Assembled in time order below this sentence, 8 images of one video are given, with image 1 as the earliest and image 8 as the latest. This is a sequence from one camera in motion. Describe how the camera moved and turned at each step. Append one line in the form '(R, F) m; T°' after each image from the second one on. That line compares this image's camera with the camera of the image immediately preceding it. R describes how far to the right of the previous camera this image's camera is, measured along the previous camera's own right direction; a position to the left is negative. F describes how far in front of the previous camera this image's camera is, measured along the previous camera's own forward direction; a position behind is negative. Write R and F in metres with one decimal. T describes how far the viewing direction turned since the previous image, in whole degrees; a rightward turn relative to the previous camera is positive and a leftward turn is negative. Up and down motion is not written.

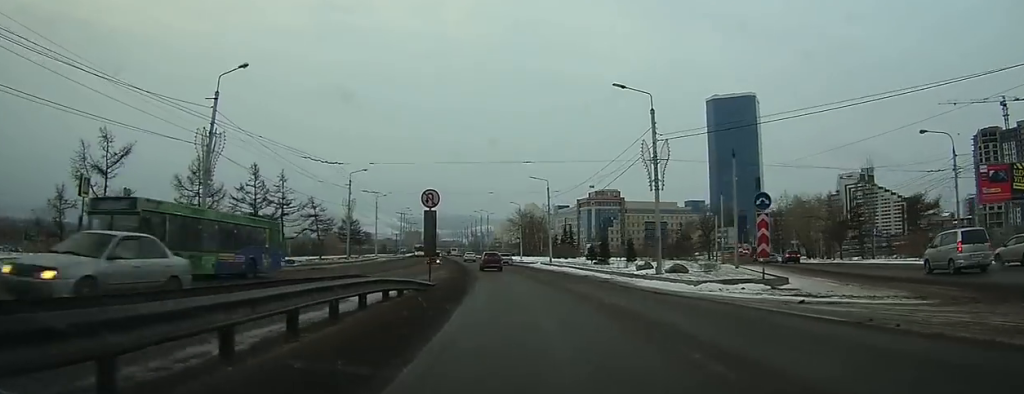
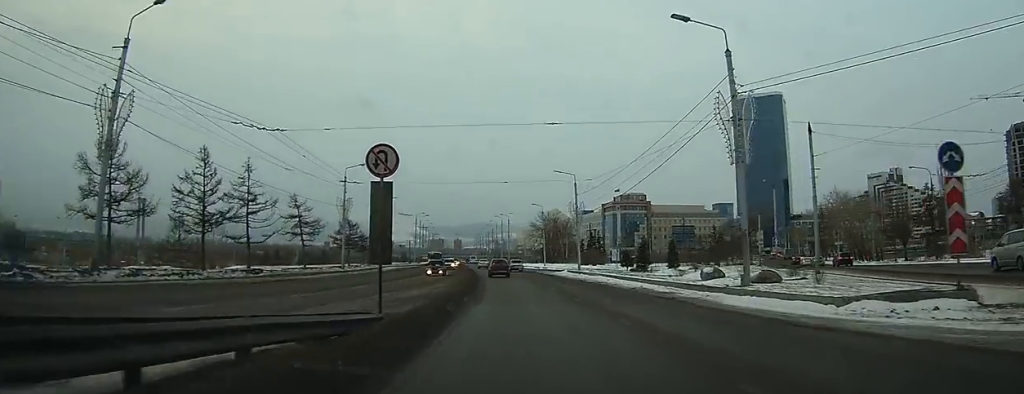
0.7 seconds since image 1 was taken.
(-0.1, +10.2) m; -2°
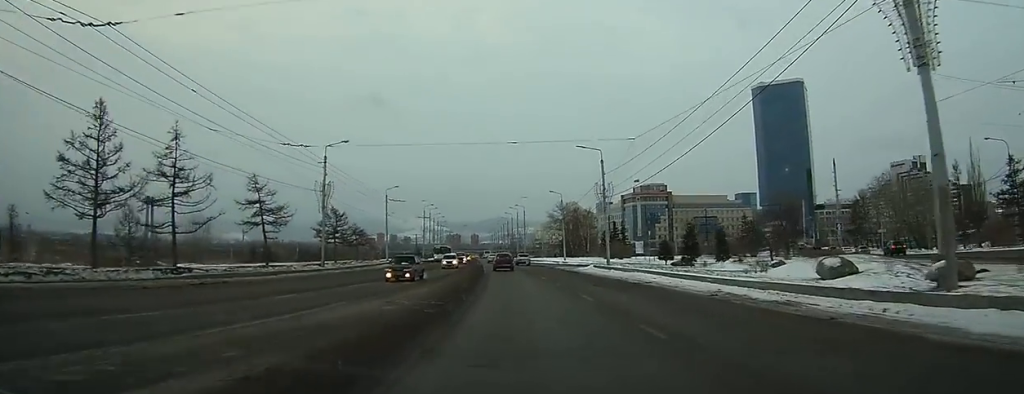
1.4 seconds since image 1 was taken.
(-0.1, +10.7) m; -2°
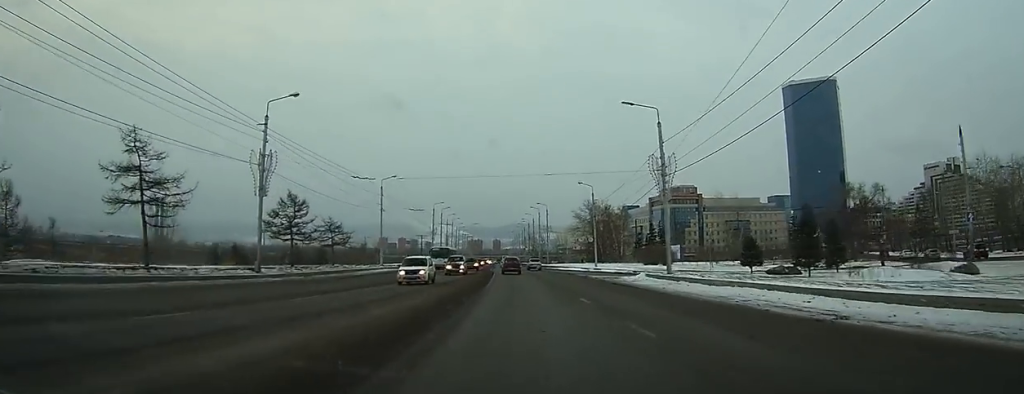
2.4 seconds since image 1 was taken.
(-0.5, +15.6) m; -3°
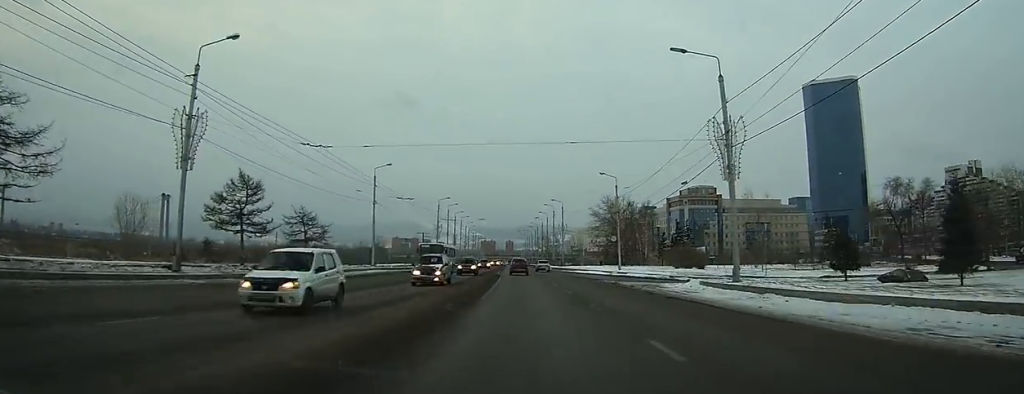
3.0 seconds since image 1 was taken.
(-0.1, +9.6) m; -1°
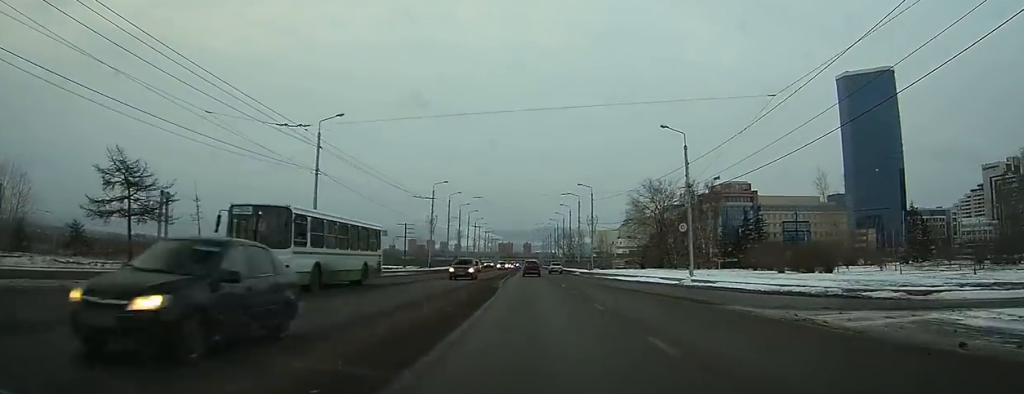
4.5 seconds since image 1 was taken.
(-0.4, +22.5) m; -1°
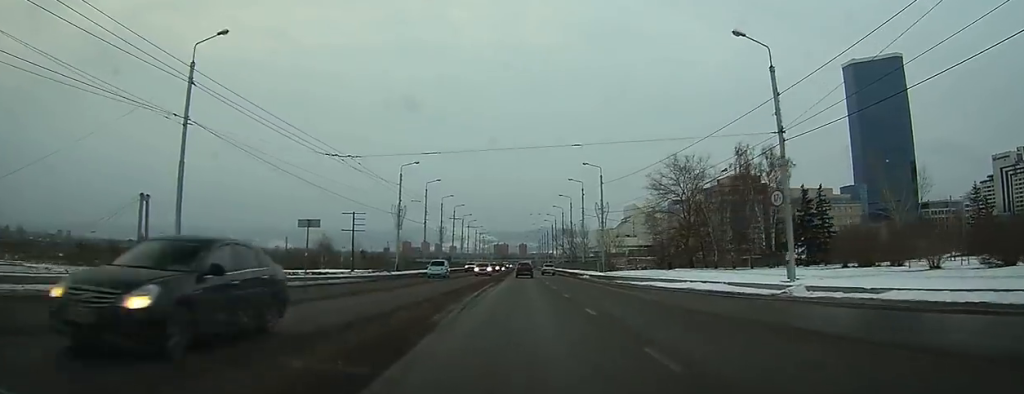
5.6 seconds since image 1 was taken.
(-0.1, +16.7) m; -1°
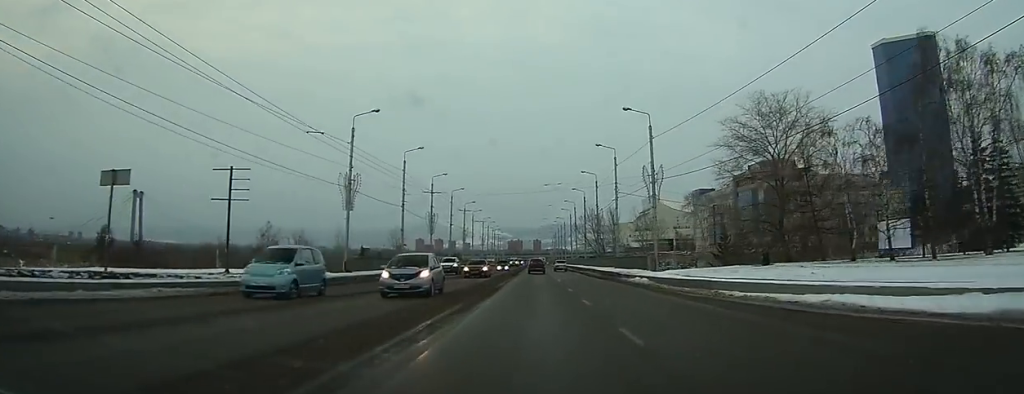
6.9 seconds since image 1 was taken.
(-0.3, +21.4) m; -1°
